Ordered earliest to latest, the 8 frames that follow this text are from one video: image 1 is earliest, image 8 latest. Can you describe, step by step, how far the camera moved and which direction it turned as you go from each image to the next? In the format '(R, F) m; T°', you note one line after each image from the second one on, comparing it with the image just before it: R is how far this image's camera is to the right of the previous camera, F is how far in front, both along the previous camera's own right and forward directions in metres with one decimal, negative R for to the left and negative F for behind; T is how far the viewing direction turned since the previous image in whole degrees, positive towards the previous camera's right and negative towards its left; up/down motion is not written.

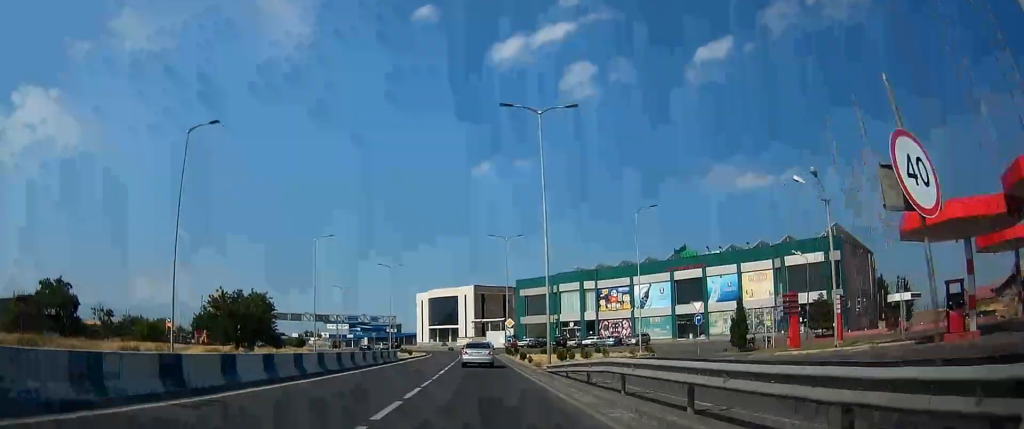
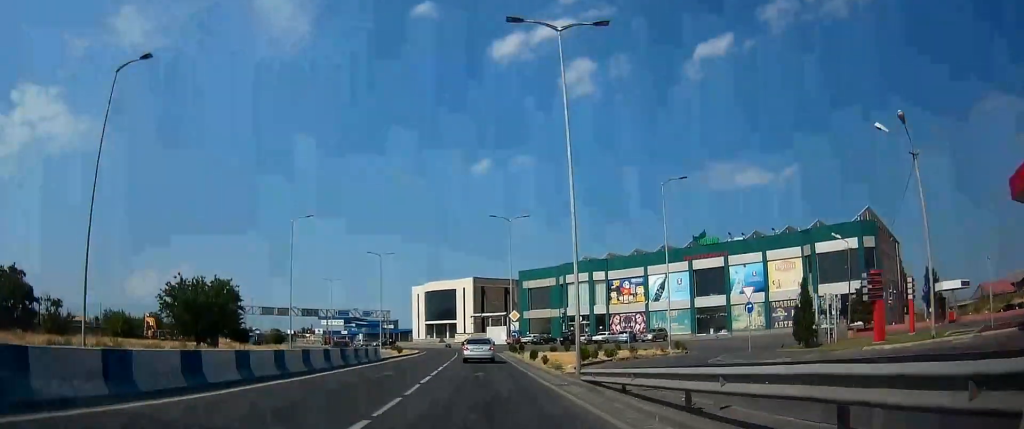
(+0.1, +8.9) m; 0°
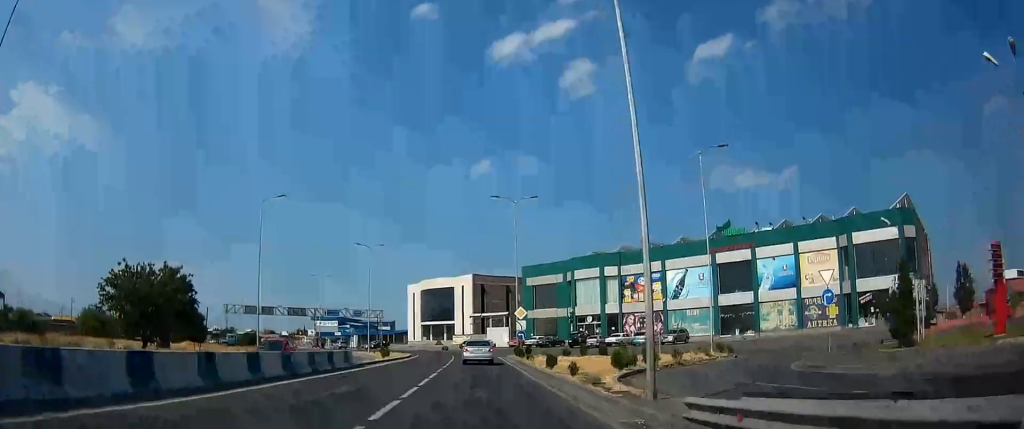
(+0.2, +8.7) m; 0°
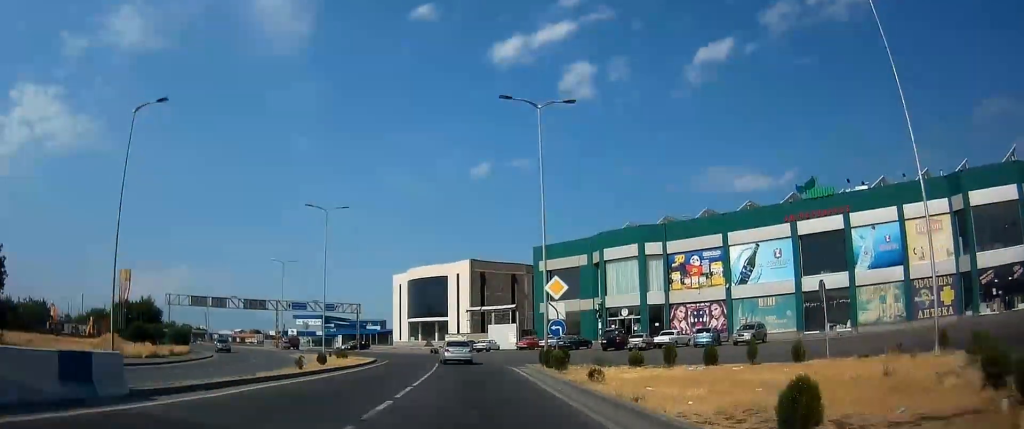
(-0.4, +19.3) m; +1°
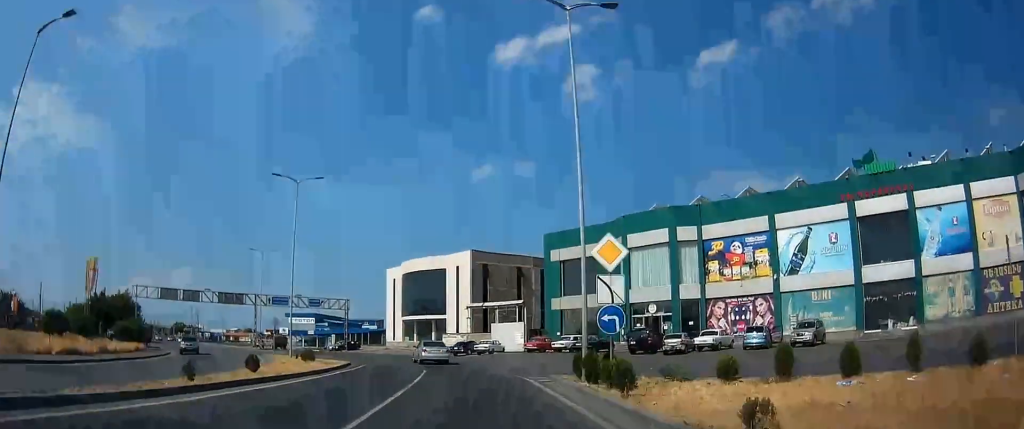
(+0.5, +8.6) m; 0°
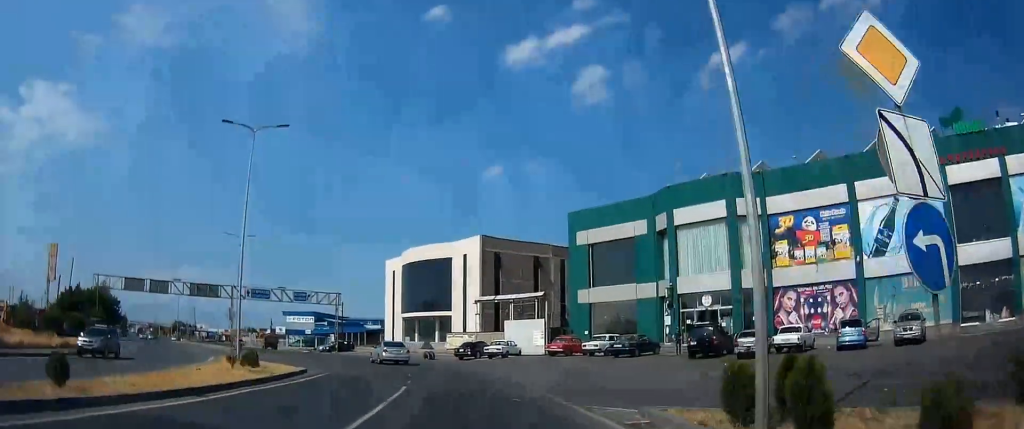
(-0.2, +9.5) m; -1°
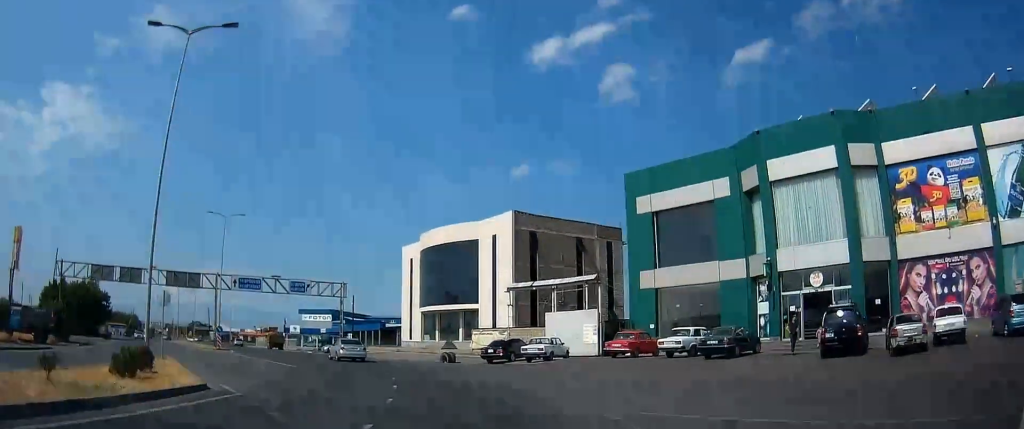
(-0.2, +10.7) m; -1°
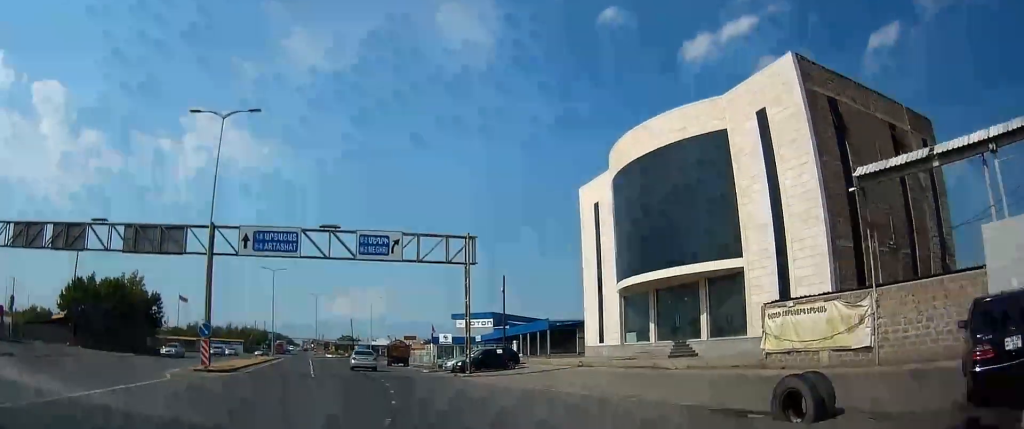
(-1.5, +33.7) m; -10°
